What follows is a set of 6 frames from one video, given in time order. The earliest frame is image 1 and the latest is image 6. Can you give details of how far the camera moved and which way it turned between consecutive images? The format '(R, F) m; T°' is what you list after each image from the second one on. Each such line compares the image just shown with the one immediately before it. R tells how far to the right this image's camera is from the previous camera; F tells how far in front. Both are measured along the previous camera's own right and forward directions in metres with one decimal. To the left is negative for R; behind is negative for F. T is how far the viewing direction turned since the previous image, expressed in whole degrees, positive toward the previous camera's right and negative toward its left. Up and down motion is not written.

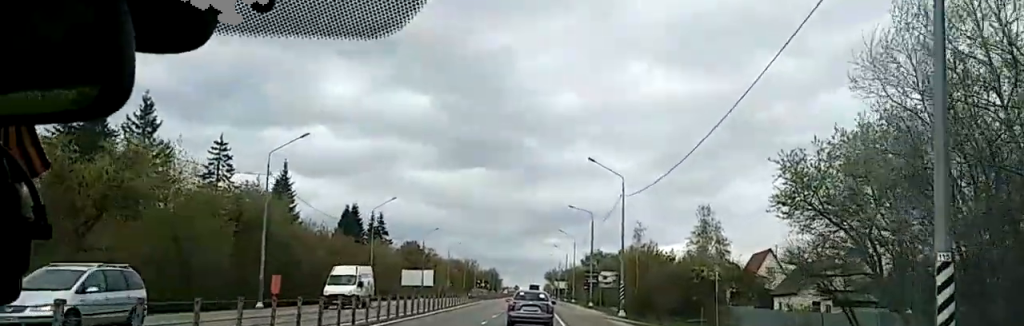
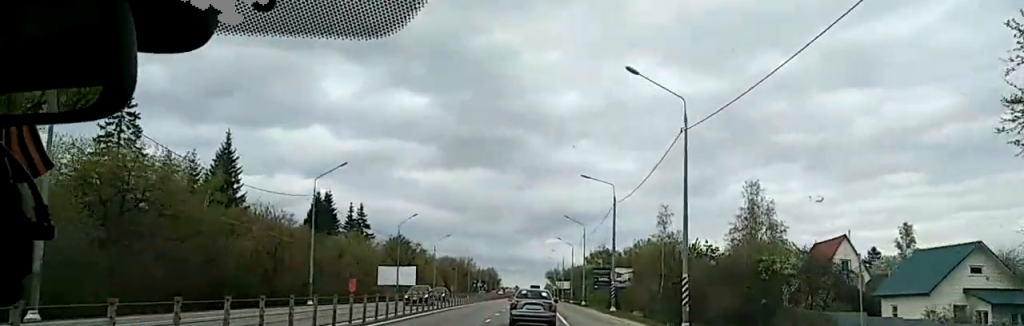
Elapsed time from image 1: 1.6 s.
(+0.2, +22.1) m; 0°
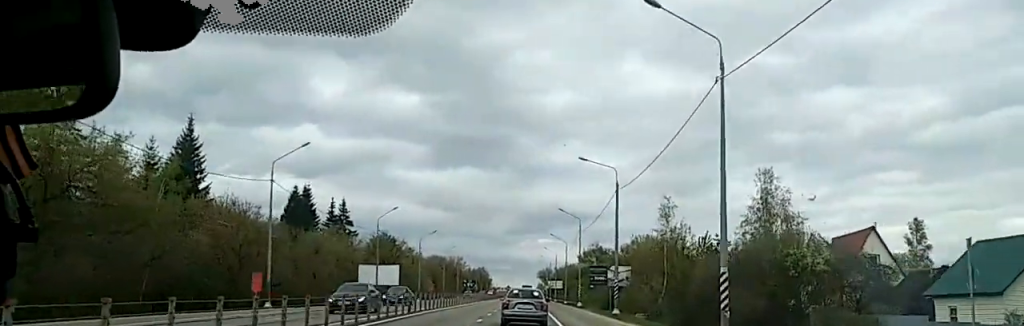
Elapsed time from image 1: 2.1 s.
(0.0, +7.2) m; 0°
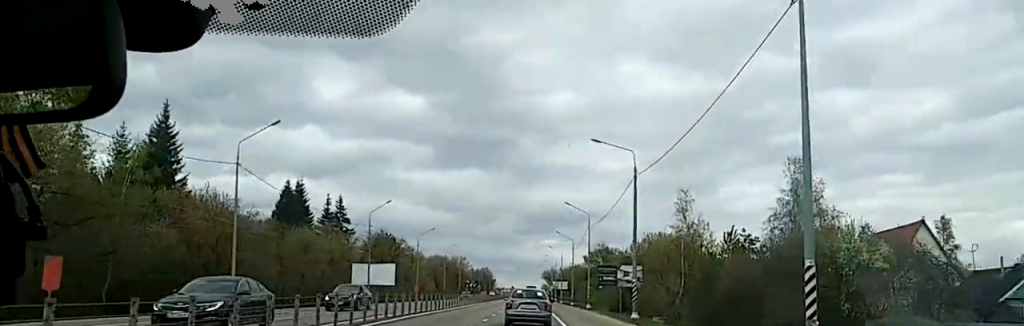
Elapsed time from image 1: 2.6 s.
(0.0, +7.2) m; 0°
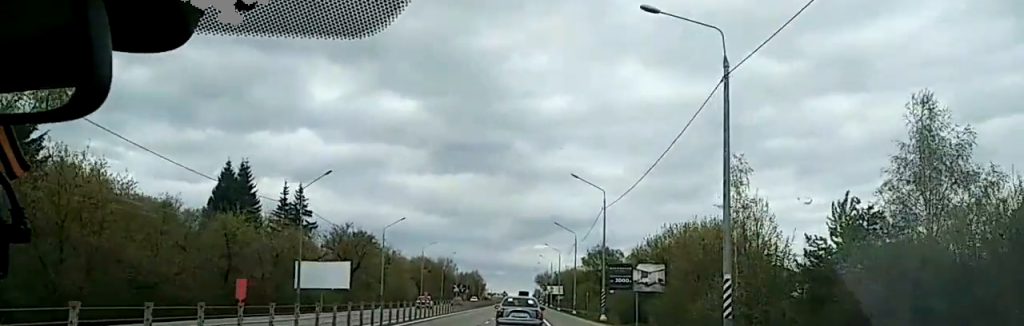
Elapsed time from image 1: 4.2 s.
(-0.3, +22.2) m; -2°
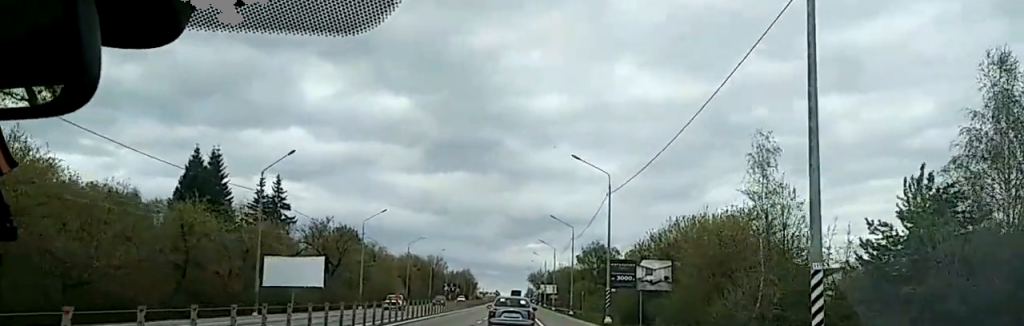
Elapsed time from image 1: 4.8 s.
(-0.1, +7.8) m; 0°
